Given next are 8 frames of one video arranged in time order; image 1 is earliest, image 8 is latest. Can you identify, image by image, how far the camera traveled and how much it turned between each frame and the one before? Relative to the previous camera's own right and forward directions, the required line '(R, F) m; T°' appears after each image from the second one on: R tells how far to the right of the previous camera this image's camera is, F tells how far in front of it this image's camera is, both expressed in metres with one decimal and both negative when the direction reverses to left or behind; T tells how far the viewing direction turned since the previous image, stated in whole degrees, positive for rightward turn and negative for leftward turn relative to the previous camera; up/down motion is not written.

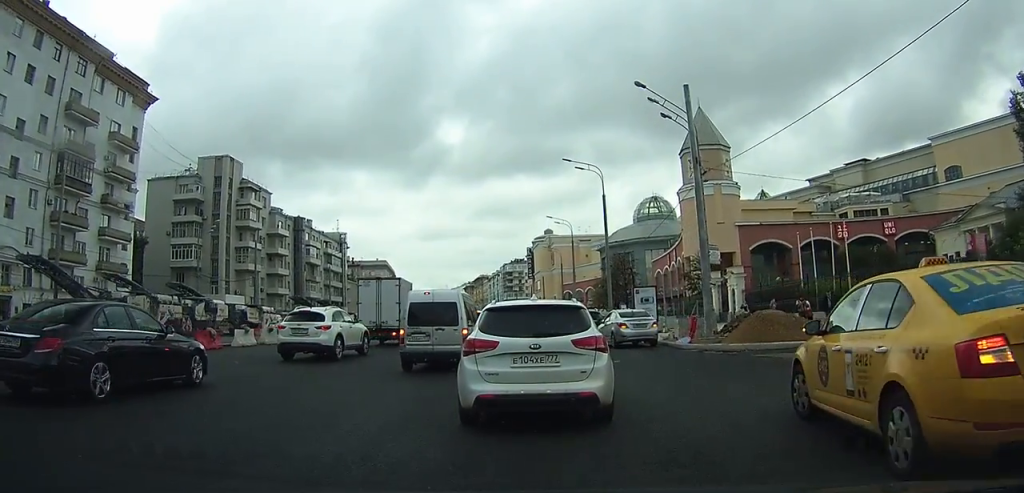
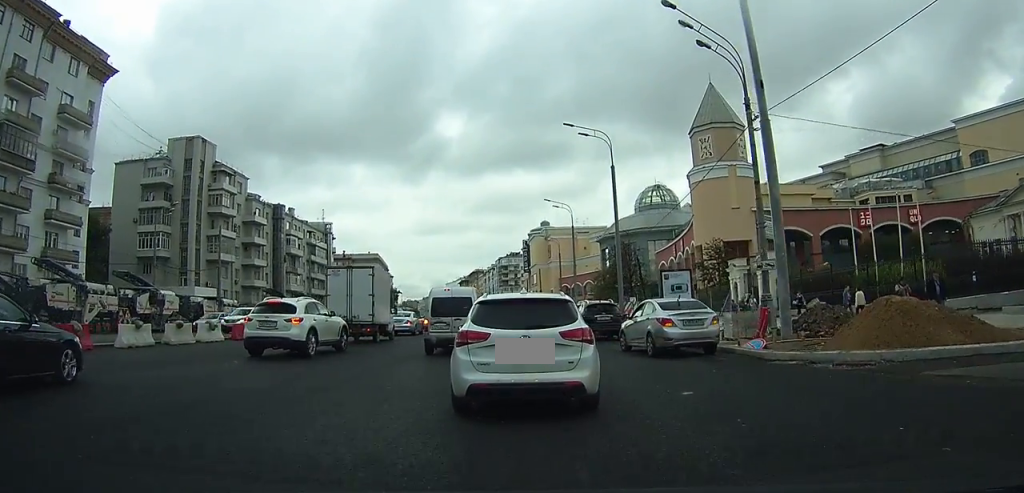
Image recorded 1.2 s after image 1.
(0.0, +7.9) m; +1°
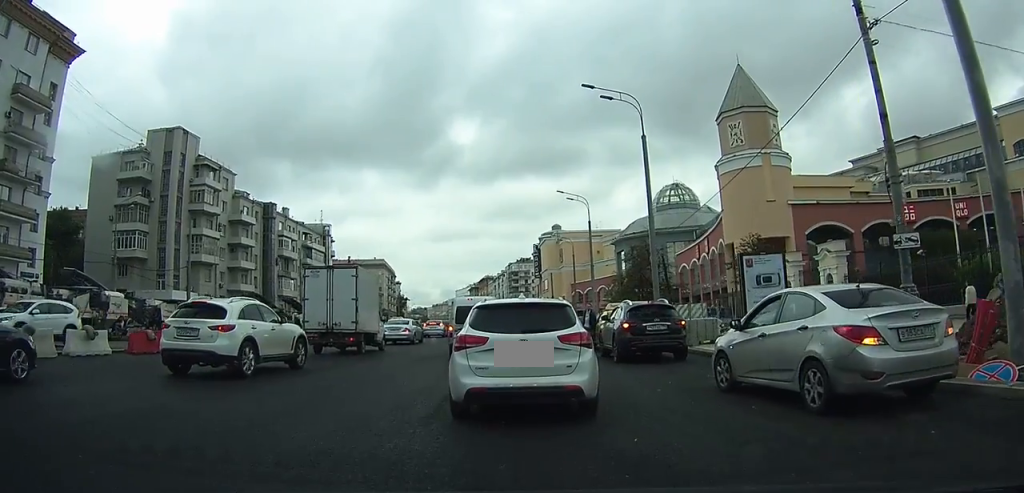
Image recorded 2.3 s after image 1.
(+0.1, +8.2) m; 0°
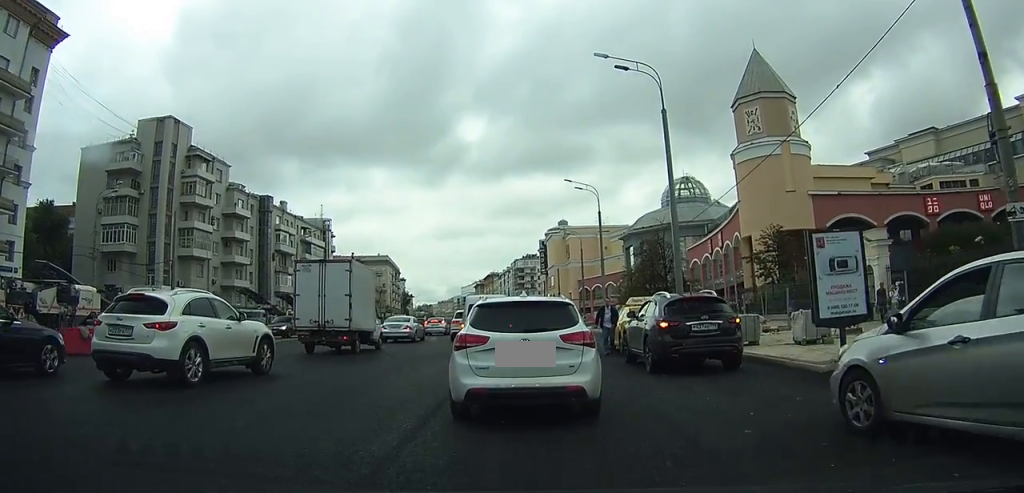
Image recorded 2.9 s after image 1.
(0.0, +3.8) m; 0°
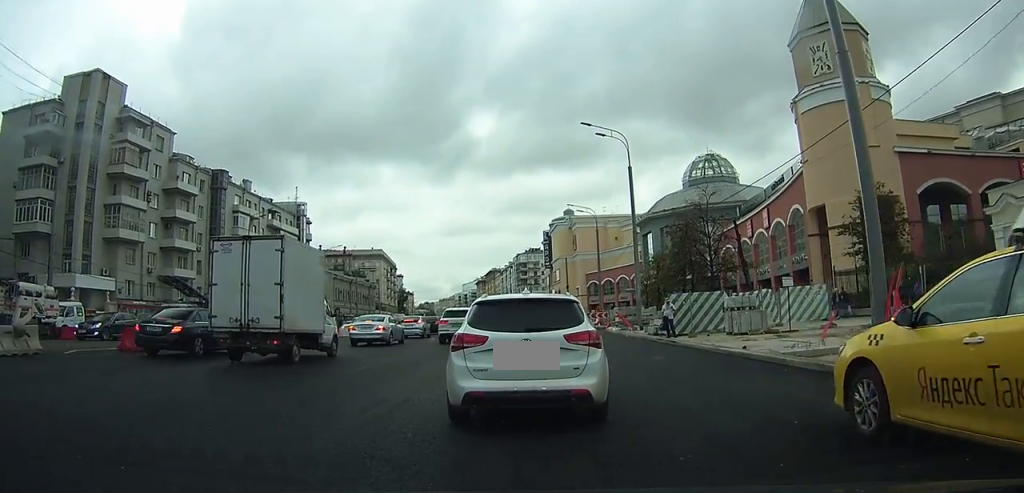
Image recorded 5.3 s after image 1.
(0.0, +16.9) m; 0°
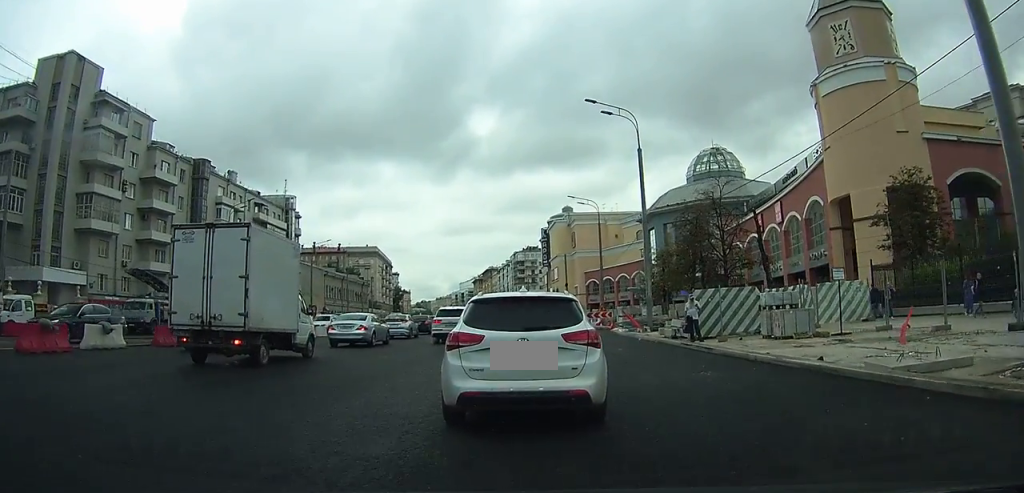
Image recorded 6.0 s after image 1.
(0.0, +4.5) m; +1°
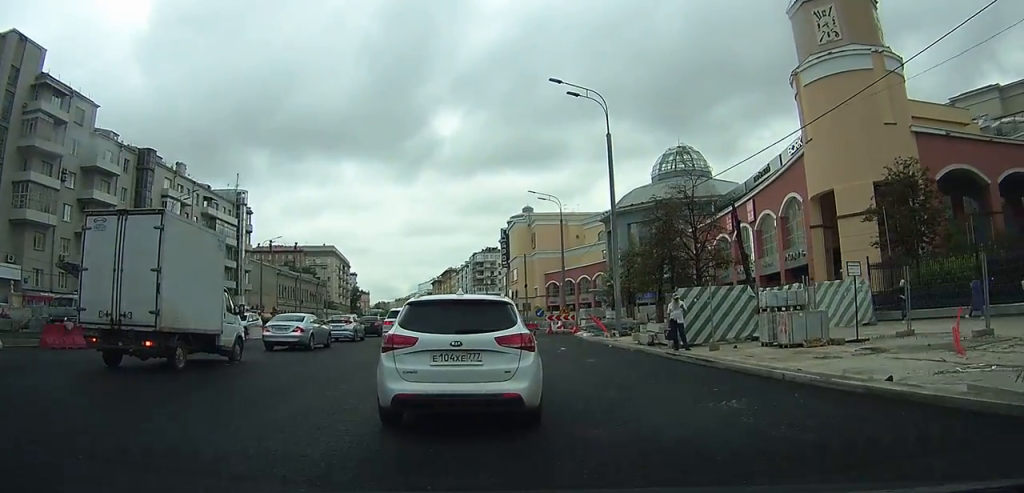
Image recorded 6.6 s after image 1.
(0.0, +3.9) m; 0°
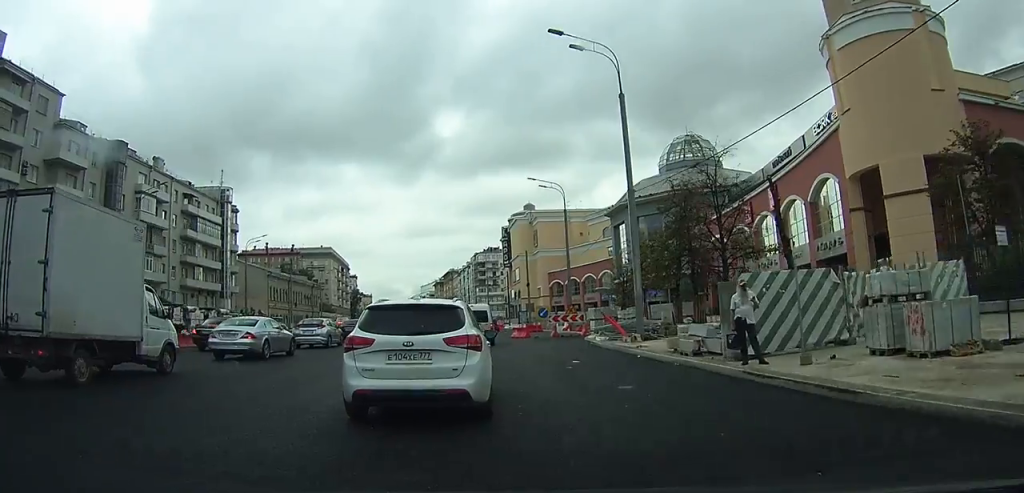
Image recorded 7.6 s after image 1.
(0.0, +6.6) m; -2°
